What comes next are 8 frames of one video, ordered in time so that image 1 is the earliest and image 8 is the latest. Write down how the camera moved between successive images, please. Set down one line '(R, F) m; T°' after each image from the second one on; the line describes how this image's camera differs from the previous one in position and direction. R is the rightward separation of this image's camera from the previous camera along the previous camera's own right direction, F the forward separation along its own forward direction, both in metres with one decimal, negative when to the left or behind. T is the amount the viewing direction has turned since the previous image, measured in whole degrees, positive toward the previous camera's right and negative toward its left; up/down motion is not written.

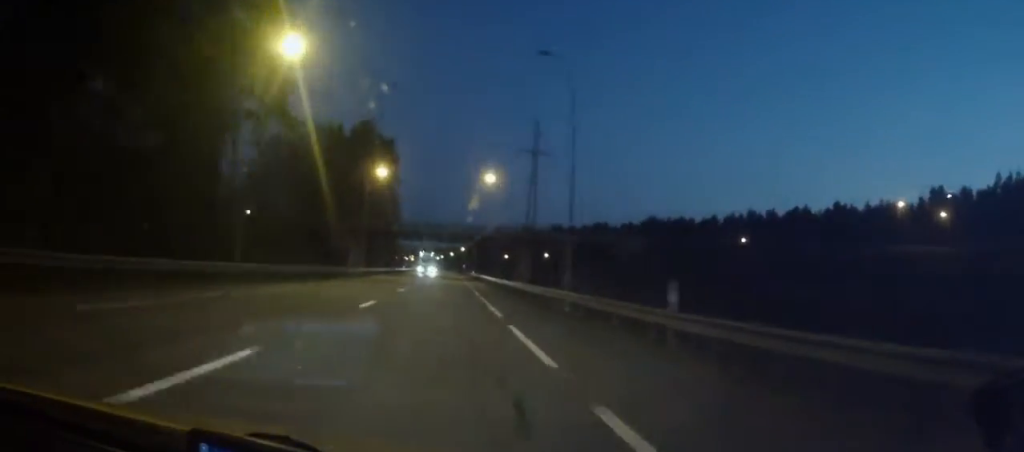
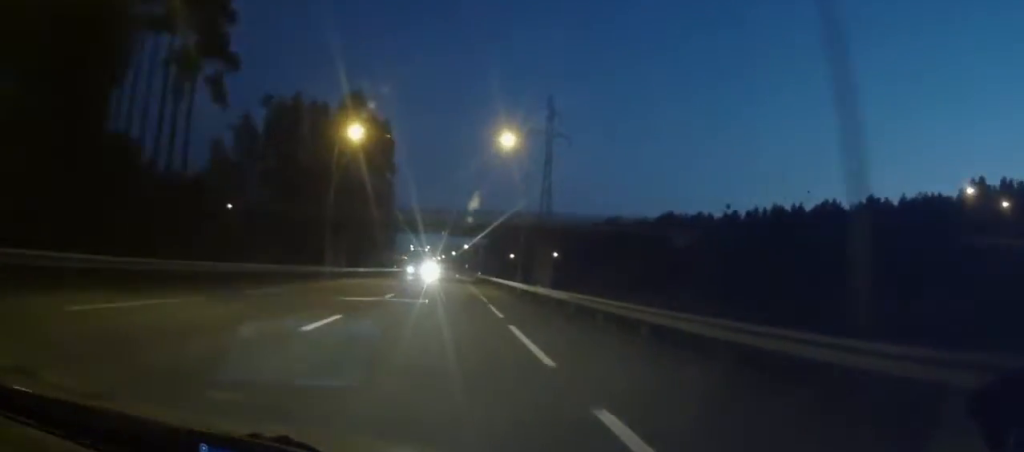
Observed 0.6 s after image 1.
(0.0, +18.1) m; 0°
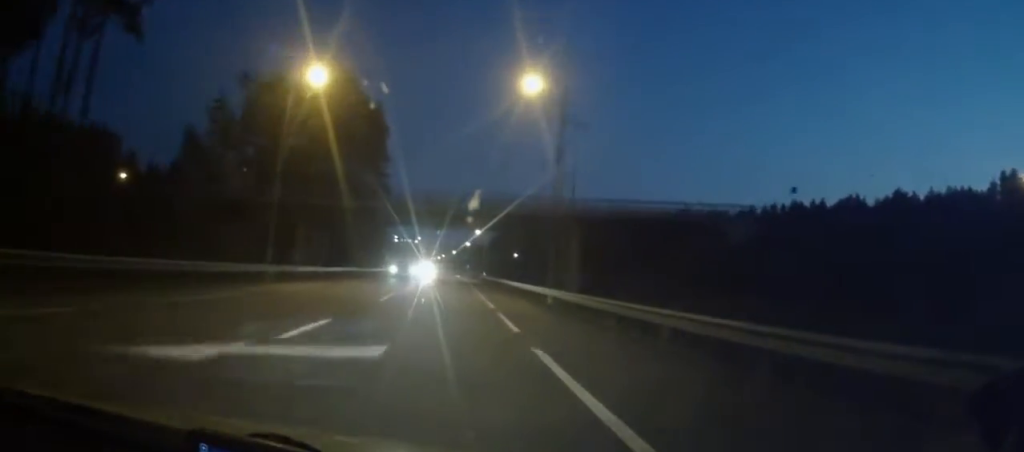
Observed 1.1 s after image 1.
(-0.1, +13.4) m; 0°
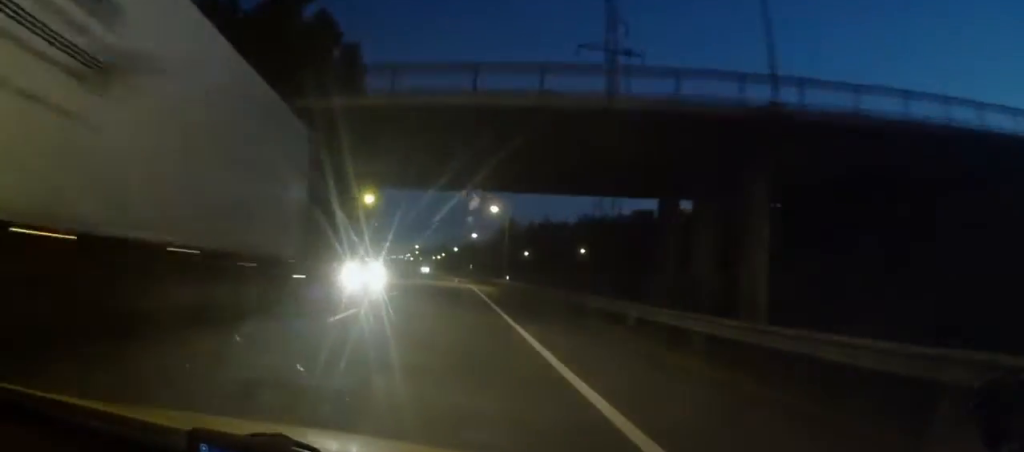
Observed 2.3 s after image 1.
(-0.1, +33.6) m; 0°
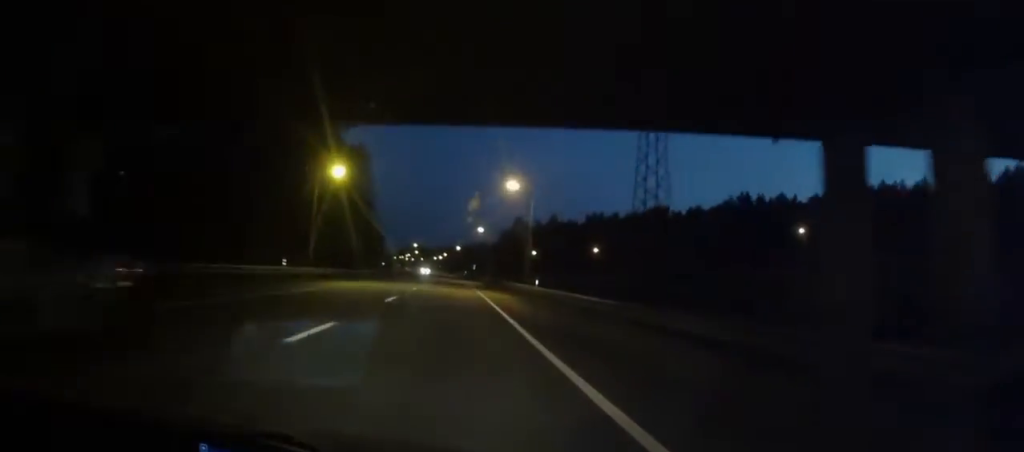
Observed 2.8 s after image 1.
(-0.1, +15.3) m; 0°
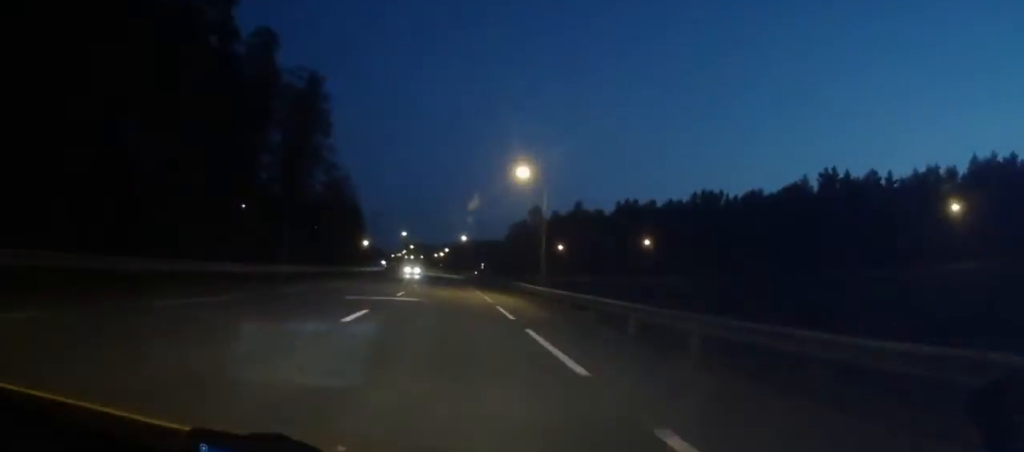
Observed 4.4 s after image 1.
(-0.1, +44.8) m; 0°
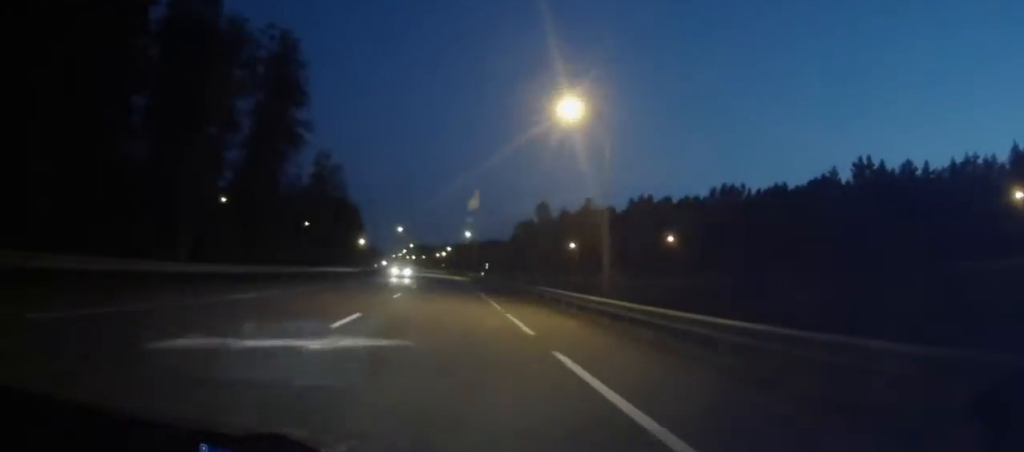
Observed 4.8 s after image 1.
(+0.2, +13.3) m; 0°
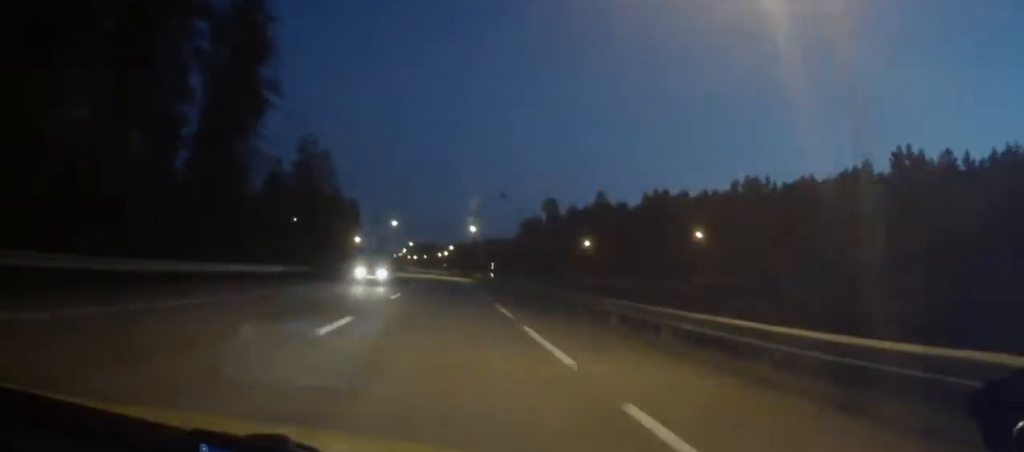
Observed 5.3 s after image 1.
(+0.1, +13.3) m; 0°
